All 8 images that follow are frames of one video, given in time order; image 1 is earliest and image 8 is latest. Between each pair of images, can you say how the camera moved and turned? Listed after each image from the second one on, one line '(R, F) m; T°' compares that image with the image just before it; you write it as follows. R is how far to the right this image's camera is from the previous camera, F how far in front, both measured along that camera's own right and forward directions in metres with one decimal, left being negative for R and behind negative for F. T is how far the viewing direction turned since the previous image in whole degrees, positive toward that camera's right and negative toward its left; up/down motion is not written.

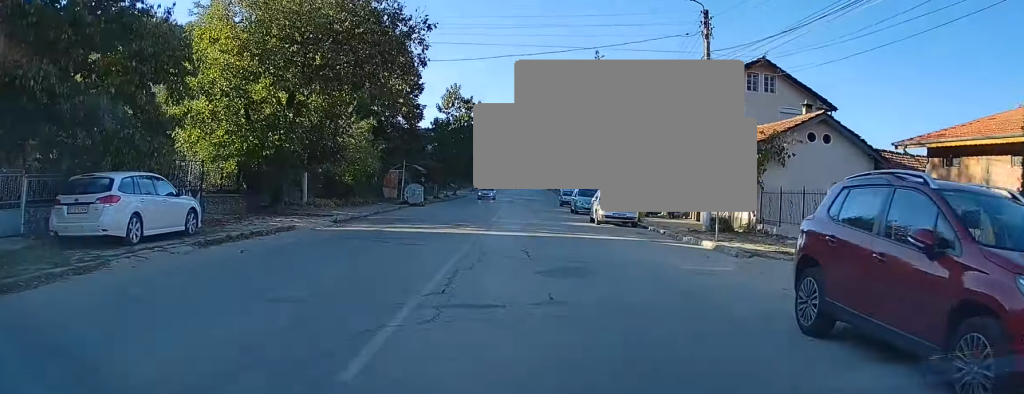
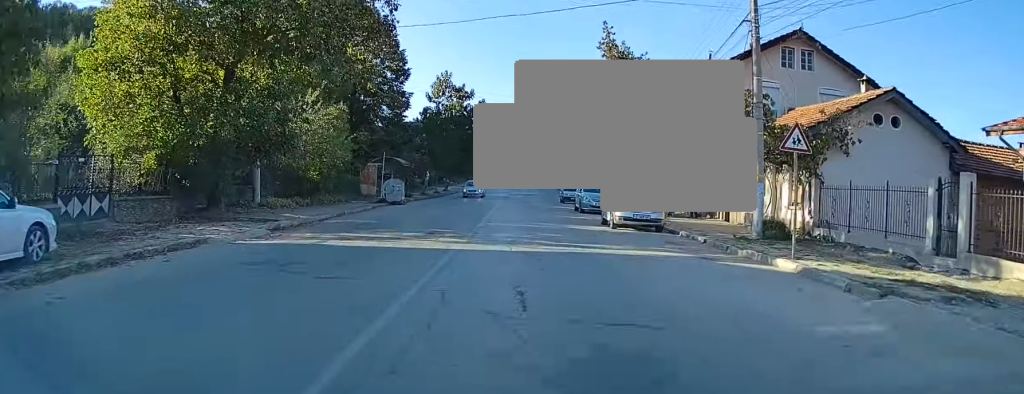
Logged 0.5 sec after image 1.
(+0.1, +6.0) m; +1°
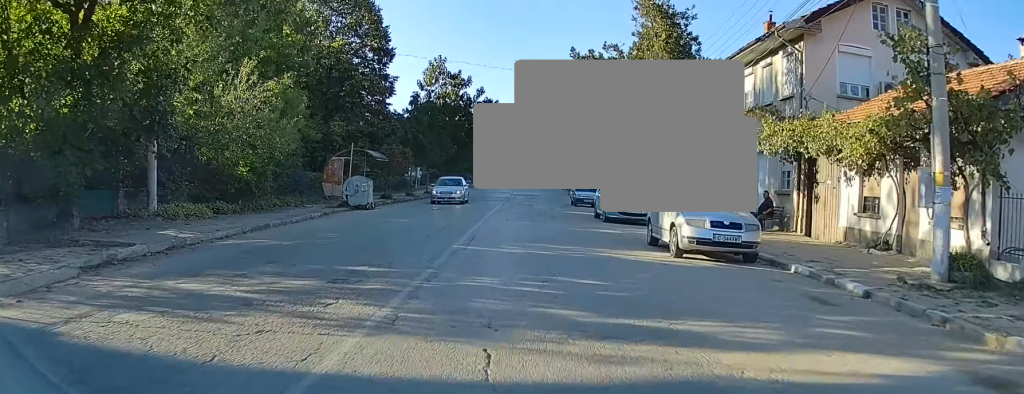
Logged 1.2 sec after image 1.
(+0.1, +8.9) m; 0°
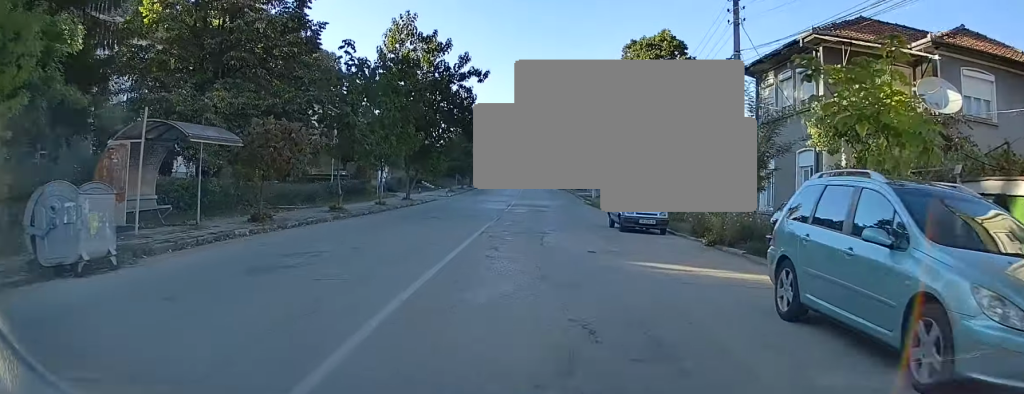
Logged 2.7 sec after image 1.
(-0.3, +19.6) m; -1°
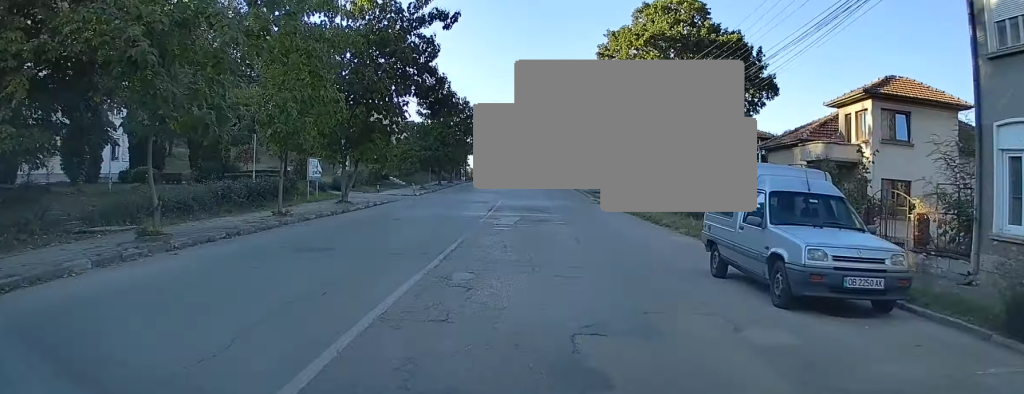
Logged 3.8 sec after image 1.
(0.0, +14.7) m; +1°
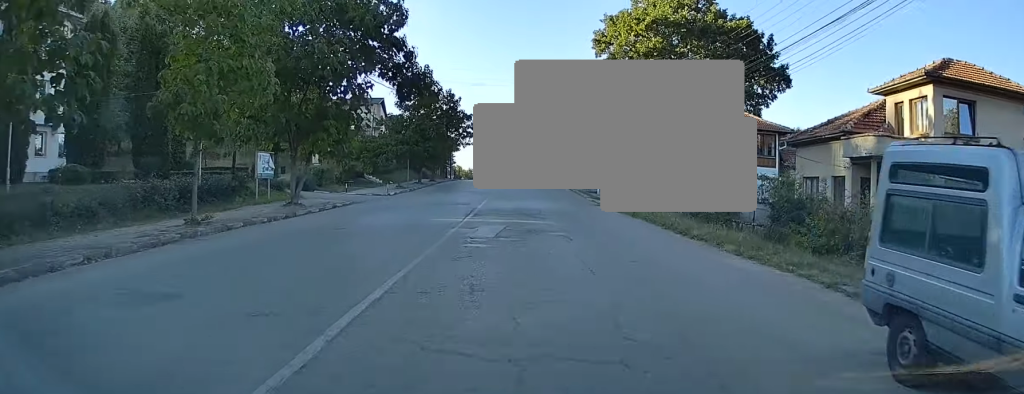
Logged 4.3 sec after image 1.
(+0.1, +5.7) m; +1°
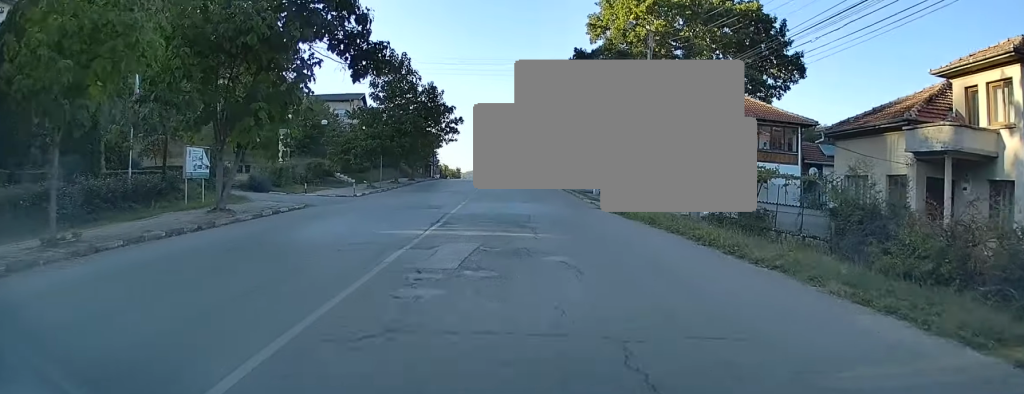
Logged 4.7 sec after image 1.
(+0.1, +5.7) m; +1°
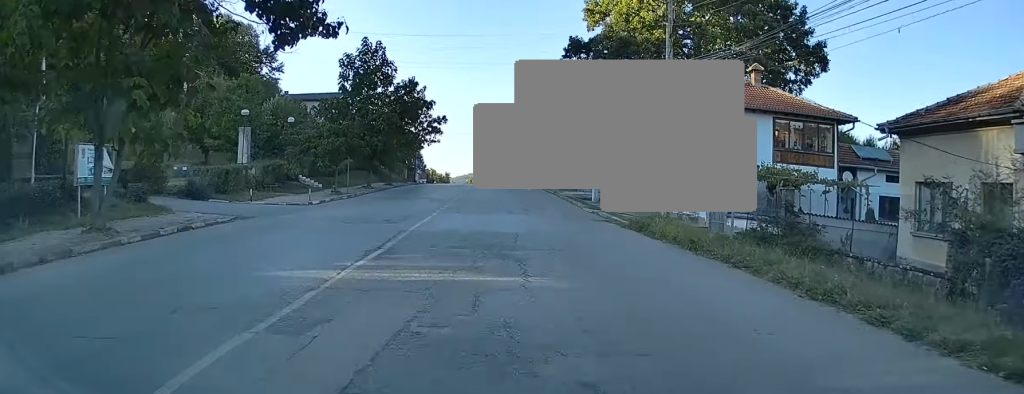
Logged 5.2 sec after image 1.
(0.0, +6.2) m; 0°
